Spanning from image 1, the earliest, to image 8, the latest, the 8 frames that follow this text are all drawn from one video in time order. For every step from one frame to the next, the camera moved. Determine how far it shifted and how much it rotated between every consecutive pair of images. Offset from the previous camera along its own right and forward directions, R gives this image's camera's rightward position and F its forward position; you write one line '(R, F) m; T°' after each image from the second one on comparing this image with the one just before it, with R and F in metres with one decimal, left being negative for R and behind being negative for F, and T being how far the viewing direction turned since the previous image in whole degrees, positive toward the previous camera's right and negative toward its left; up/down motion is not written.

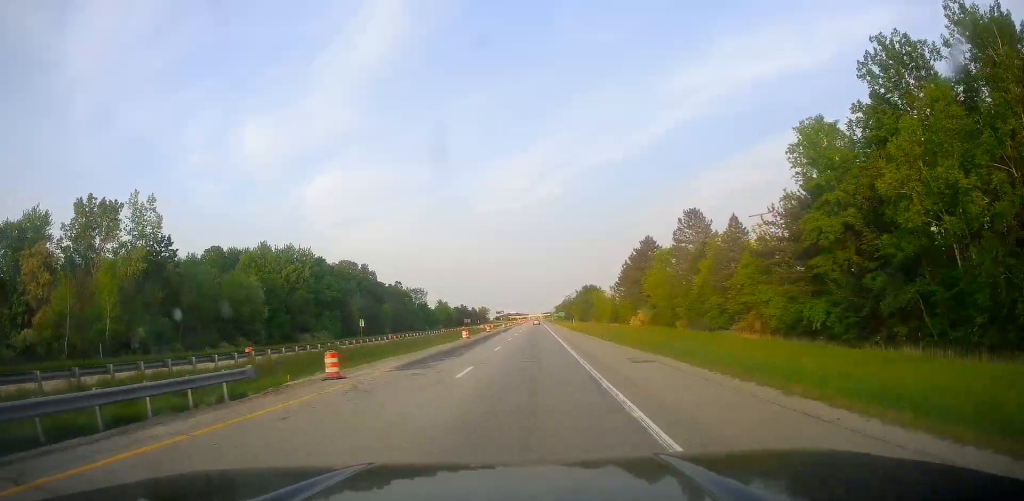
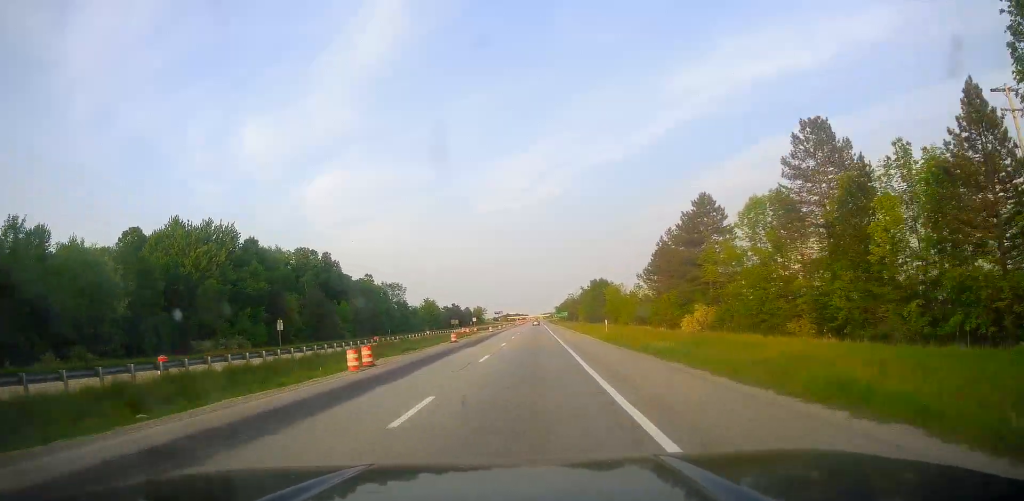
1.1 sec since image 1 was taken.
(-0.4, +38.6) m; 0°
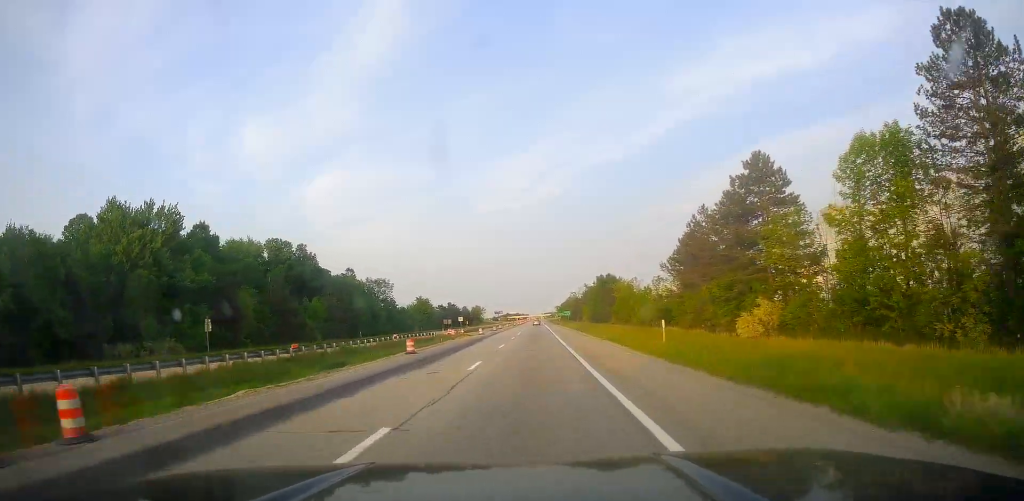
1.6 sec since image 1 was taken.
(+0.2, +19.3) m; 0°
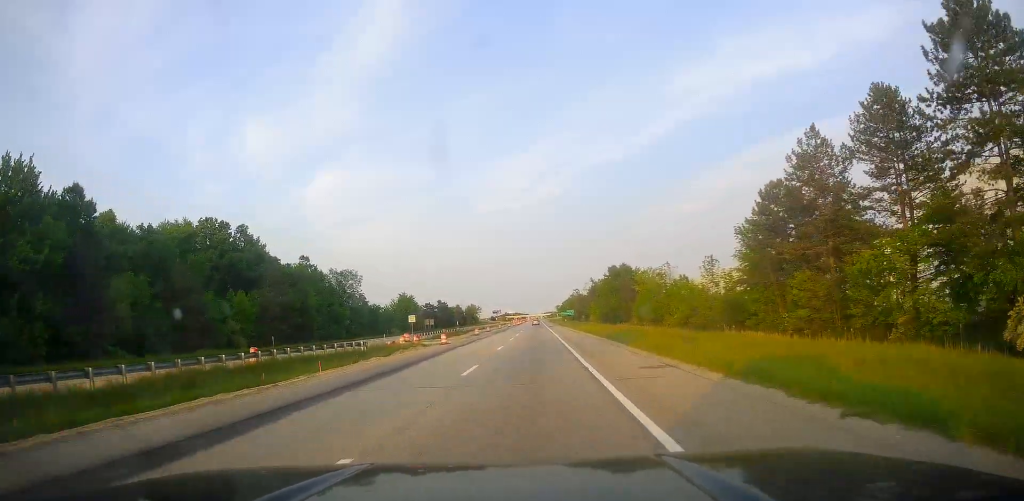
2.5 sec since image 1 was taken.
(+0.1, +32.5) m; 0°
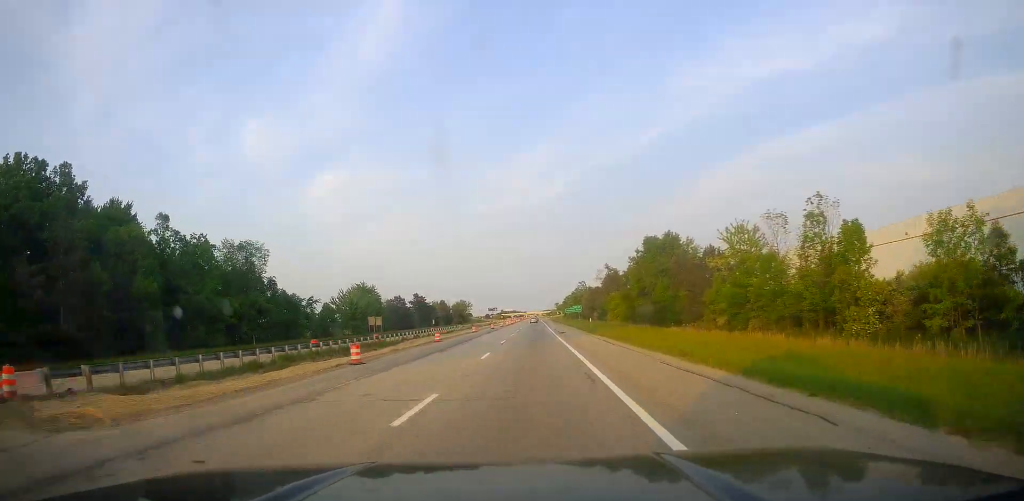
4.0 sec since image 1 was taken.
(-0.2, +54.3) m; -1°
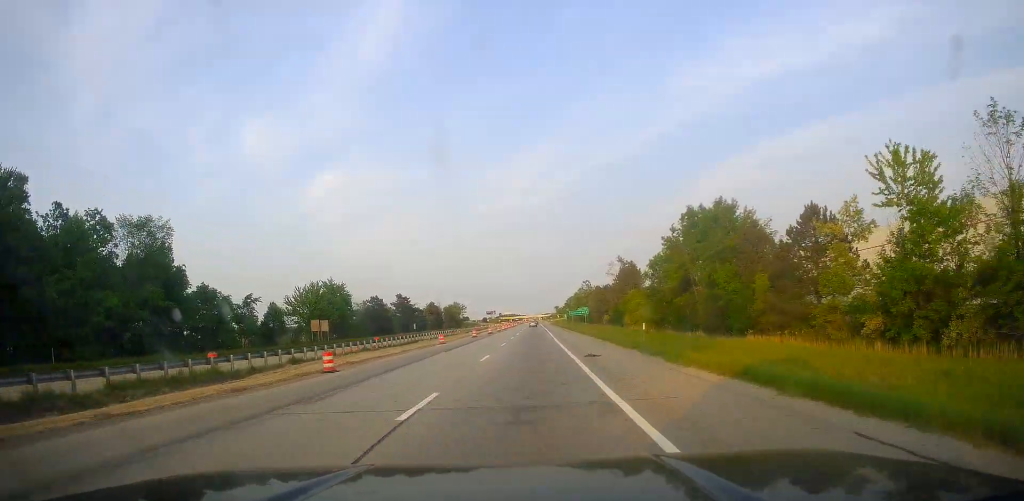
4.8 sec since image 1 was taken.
(-0.4, +28.9) m; -1°
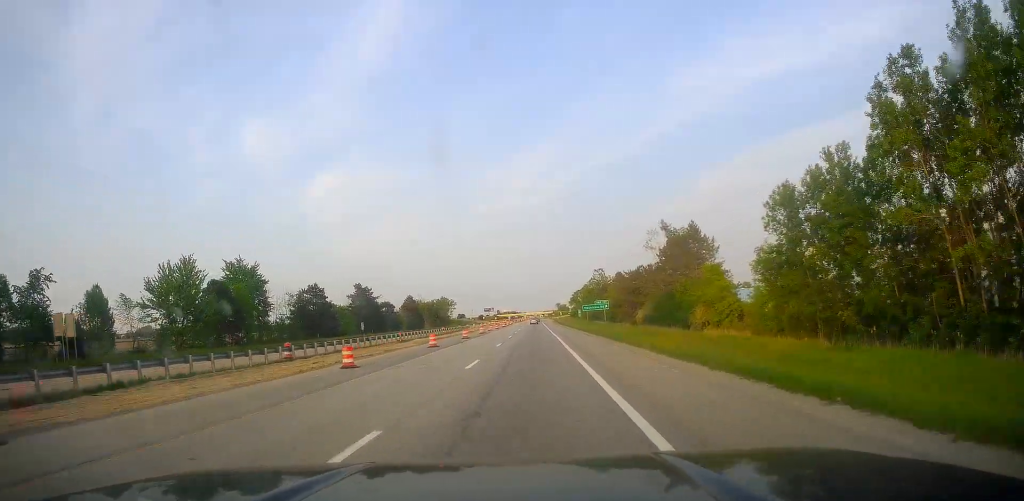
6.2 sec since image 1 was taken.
(+0.3, +50.7) m; +1°
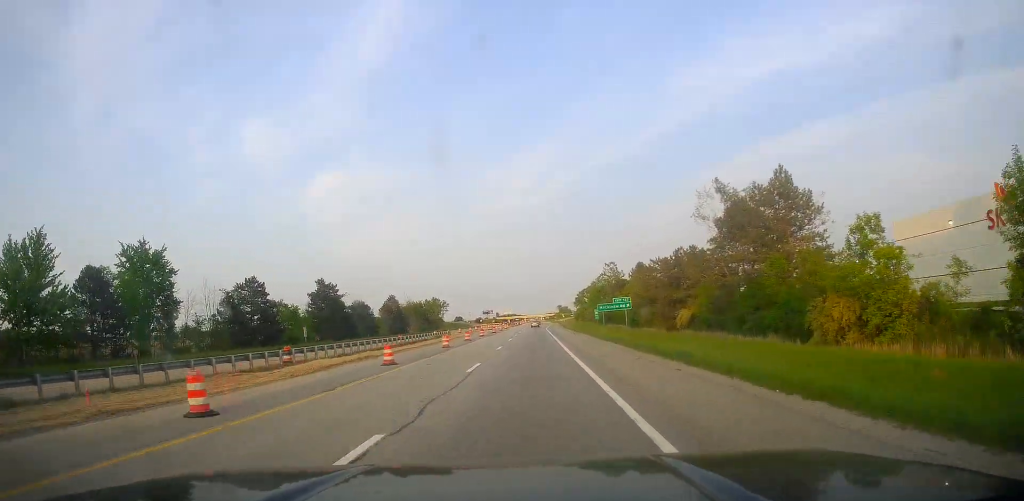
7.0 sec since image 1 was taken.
(+0.3, +30.2) m; +1°
